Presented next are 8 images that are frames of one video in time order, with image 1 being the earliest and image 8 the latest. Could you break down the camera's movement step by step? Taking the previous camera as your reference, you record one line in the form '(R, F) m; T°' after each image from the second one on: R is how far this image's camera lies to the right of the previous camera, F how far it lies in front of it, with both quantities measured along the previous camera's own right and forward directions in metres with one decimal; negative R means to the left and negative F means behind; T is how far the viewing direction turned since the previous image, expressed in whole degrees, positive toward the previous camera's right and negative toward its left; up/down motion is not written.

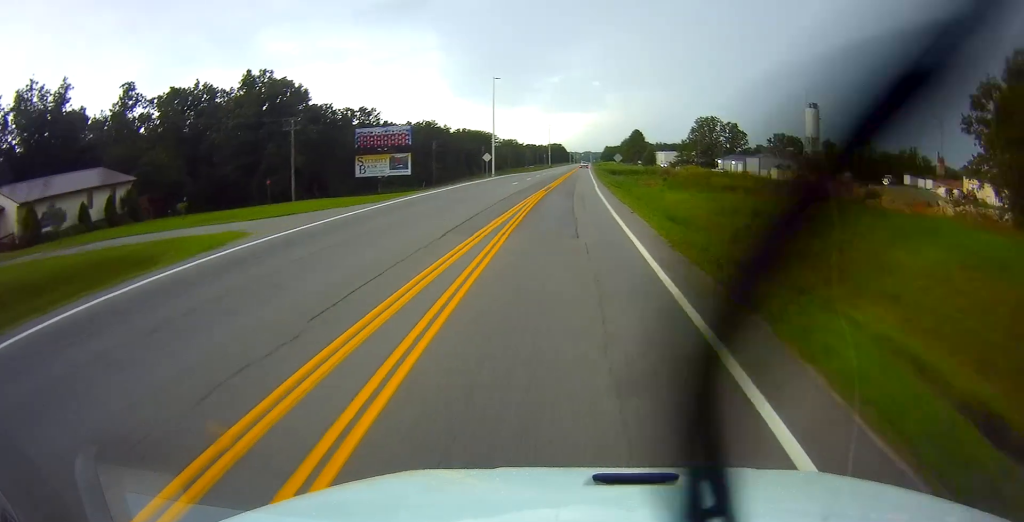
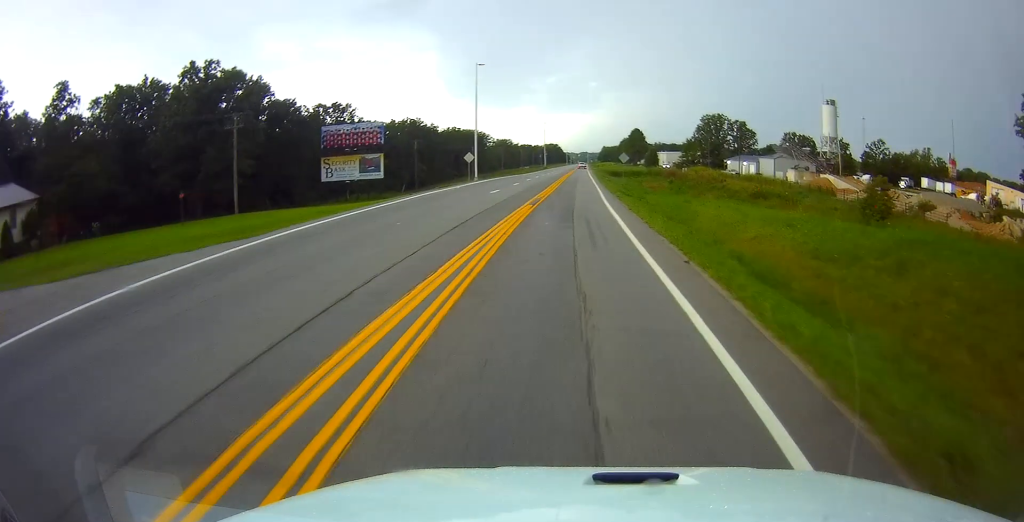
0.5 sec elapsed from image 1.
(0.0, +12.5) m; 0°
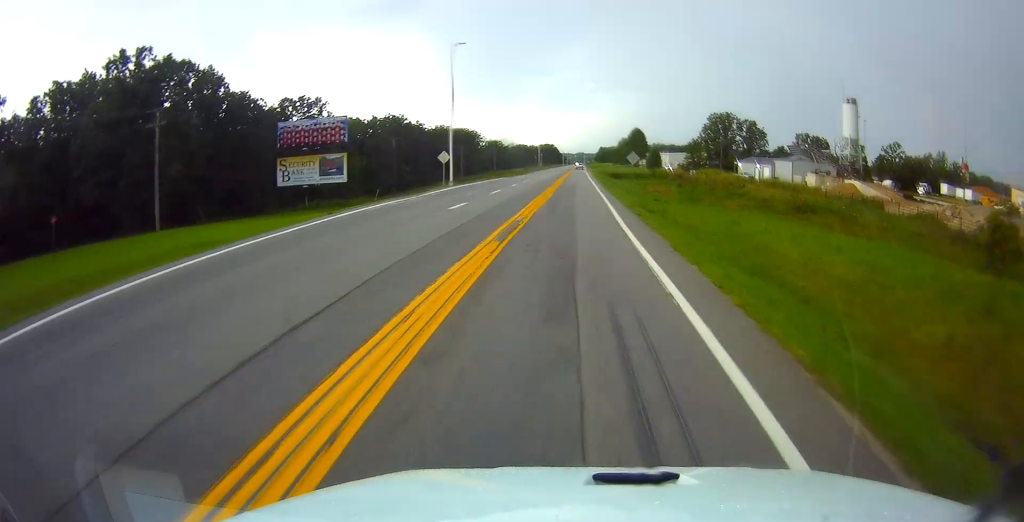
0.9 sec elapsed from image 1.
(0.0, +12.5) m; 0°
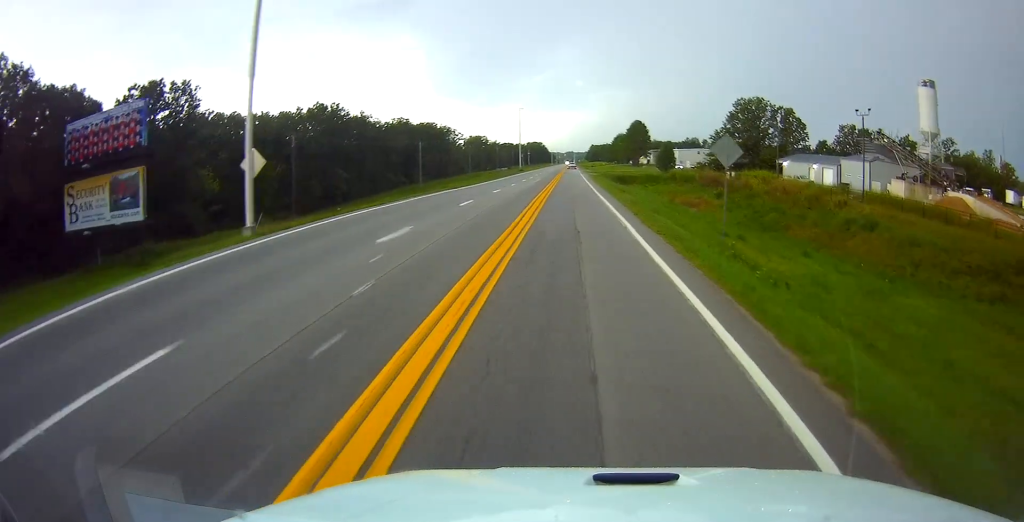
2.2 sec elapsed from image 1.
(0.0, +34.7) m; 0°
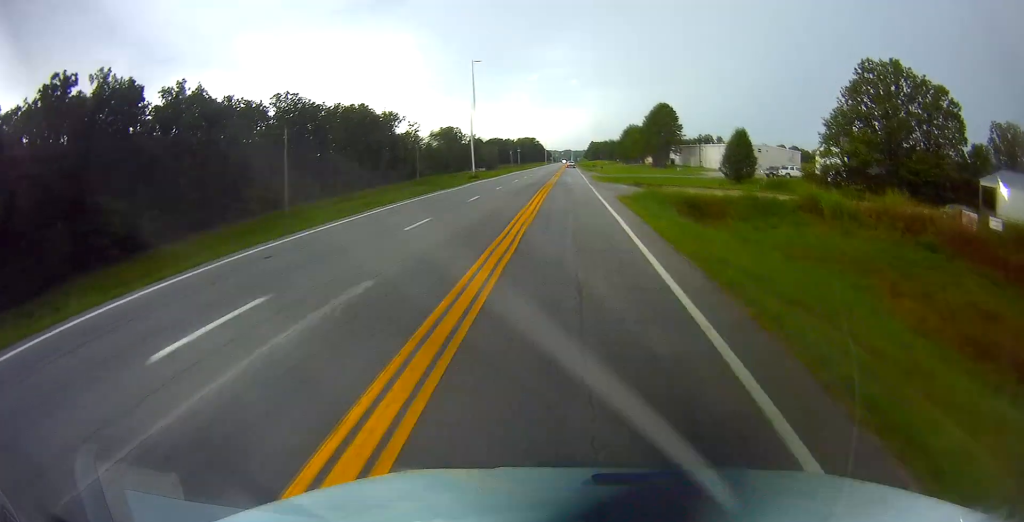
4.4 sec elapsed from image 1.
(+0.3, +58.8) m; +1°
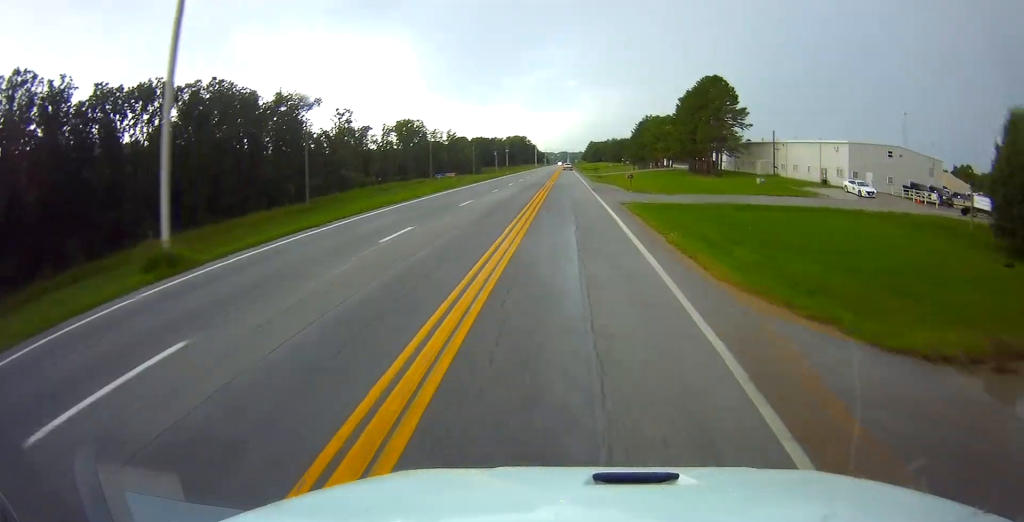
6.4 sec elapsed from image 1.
(-0.1, +51.9) m; 0°
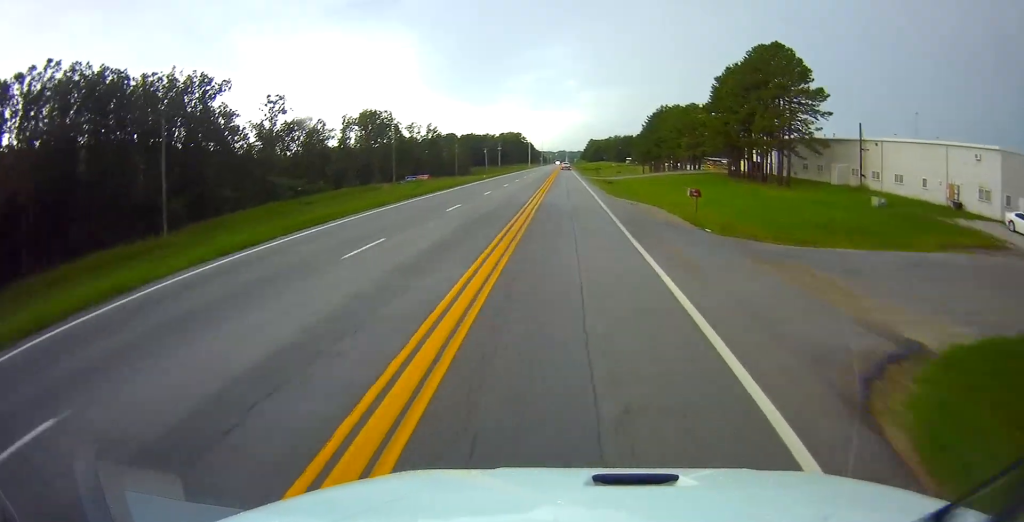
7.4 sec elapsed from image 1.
(+0.5, +27.8) m; 0°
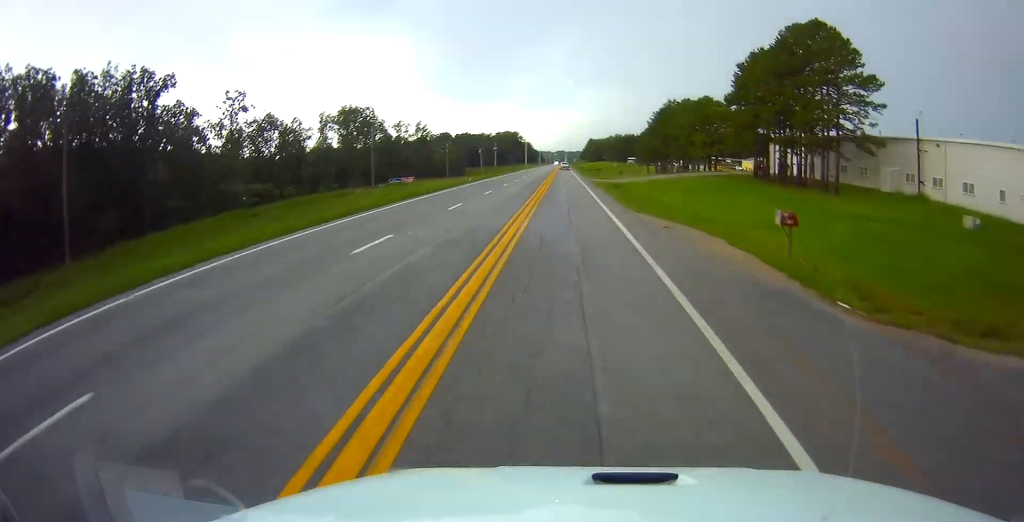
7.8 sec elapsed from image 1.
(-0.2, +11.6) m; -1°
